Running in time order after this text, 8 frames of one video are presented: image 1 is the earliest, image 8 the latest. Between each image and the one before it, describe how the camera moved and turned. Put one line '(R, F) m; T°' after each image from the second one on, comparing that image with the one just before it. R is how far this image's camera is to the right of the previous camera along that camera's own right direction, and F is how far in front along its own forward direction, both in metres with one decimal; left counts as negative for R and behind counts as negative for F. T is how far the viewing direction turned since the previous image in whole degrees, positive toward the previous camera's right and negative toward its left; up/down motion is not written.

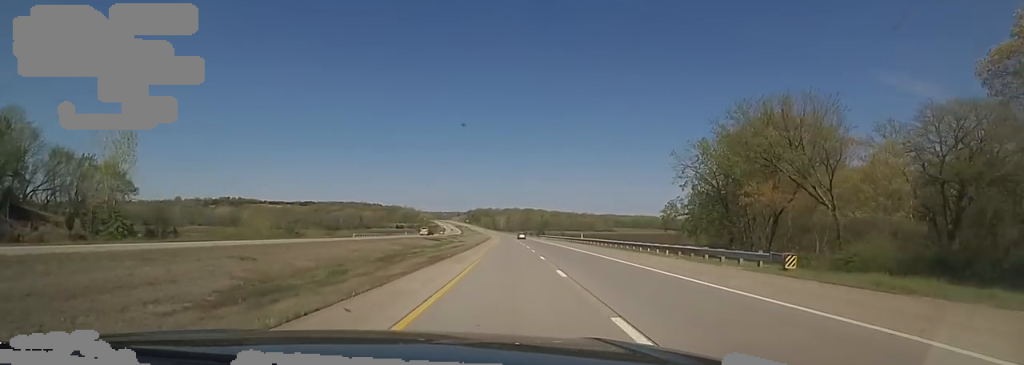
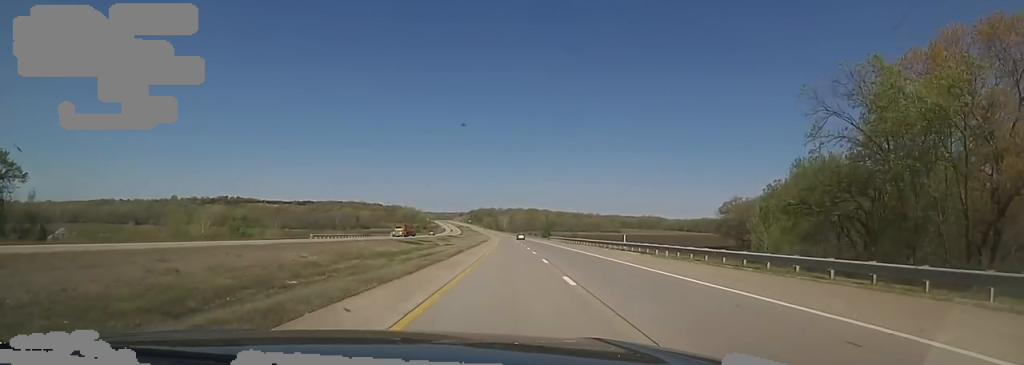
(+0.8, +22.5) m; 0°
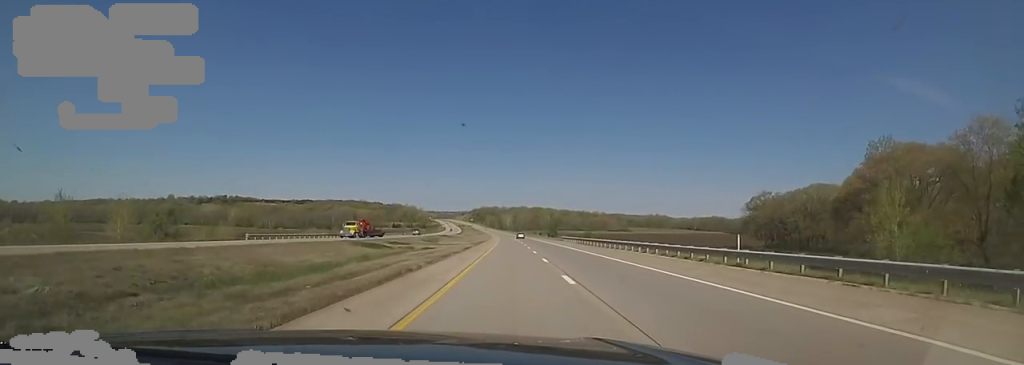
(-0.4, +20.0) m; -1°
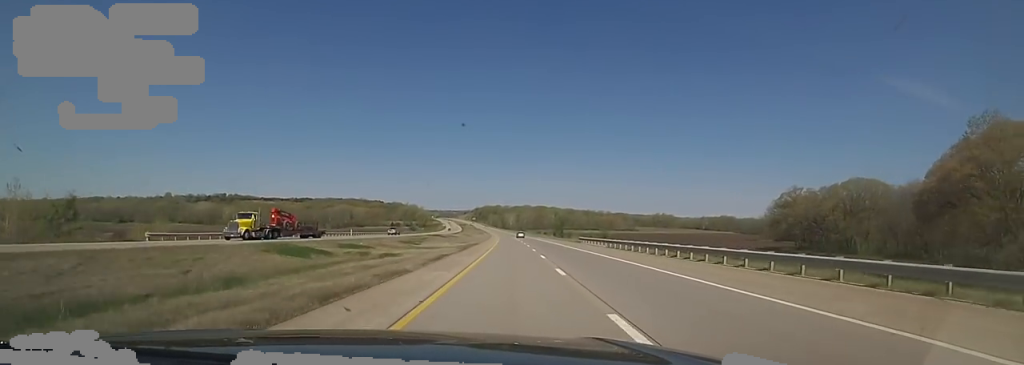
(-0.3, +17.5) m; -1°
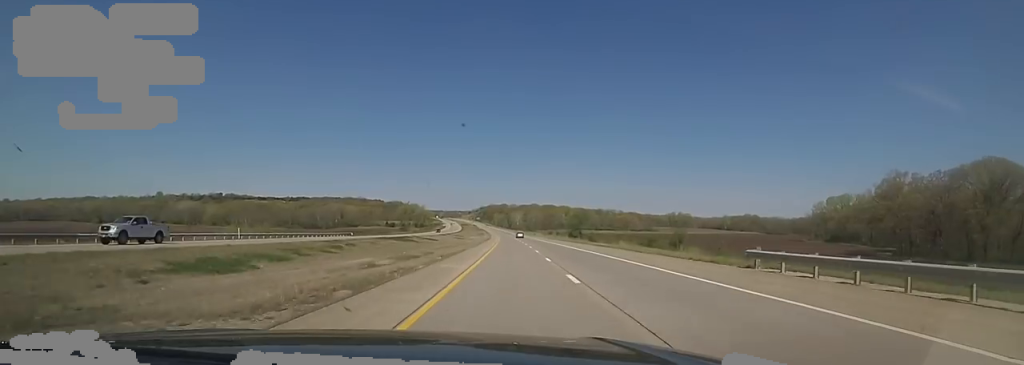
(-0.2, +42.6) m; -1°
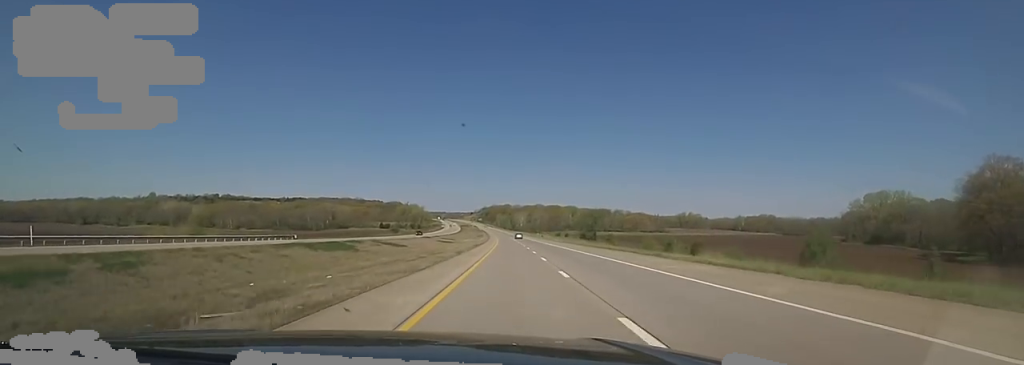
(-0.4, +27.7) m; 0°
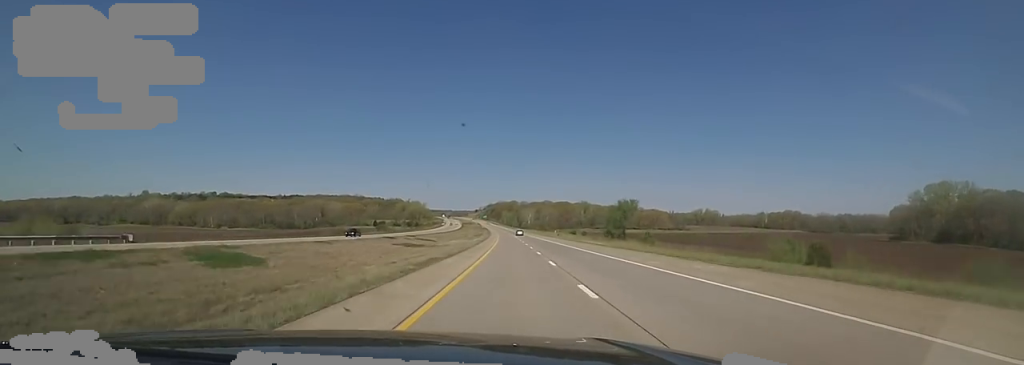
(+0.2, +35.2) m; -2°
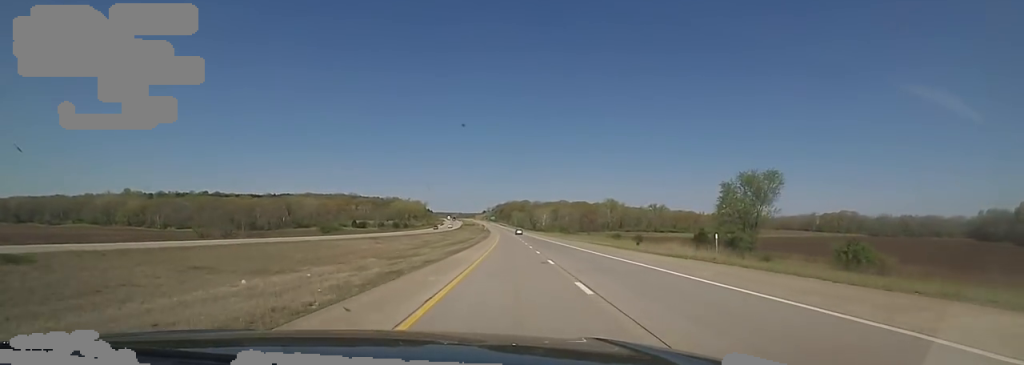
(-1.1, +69.0) m; -1°
